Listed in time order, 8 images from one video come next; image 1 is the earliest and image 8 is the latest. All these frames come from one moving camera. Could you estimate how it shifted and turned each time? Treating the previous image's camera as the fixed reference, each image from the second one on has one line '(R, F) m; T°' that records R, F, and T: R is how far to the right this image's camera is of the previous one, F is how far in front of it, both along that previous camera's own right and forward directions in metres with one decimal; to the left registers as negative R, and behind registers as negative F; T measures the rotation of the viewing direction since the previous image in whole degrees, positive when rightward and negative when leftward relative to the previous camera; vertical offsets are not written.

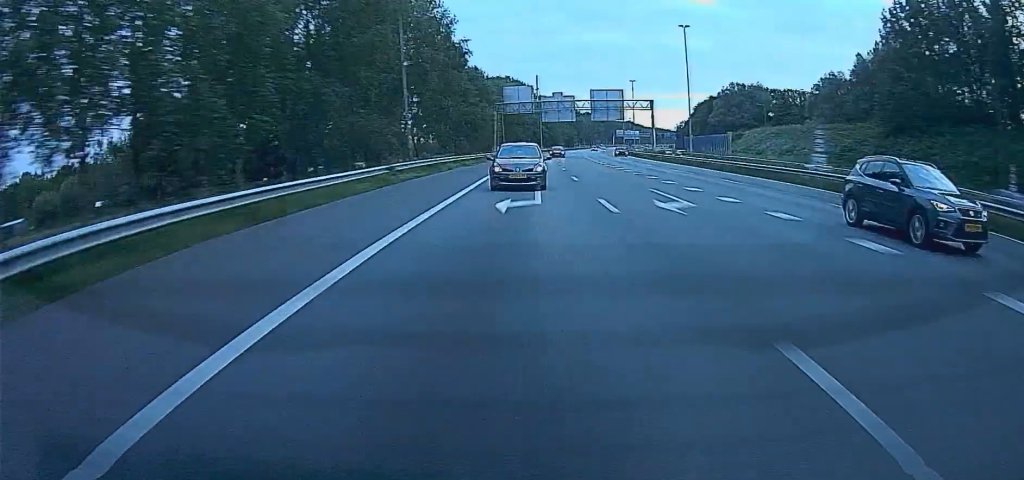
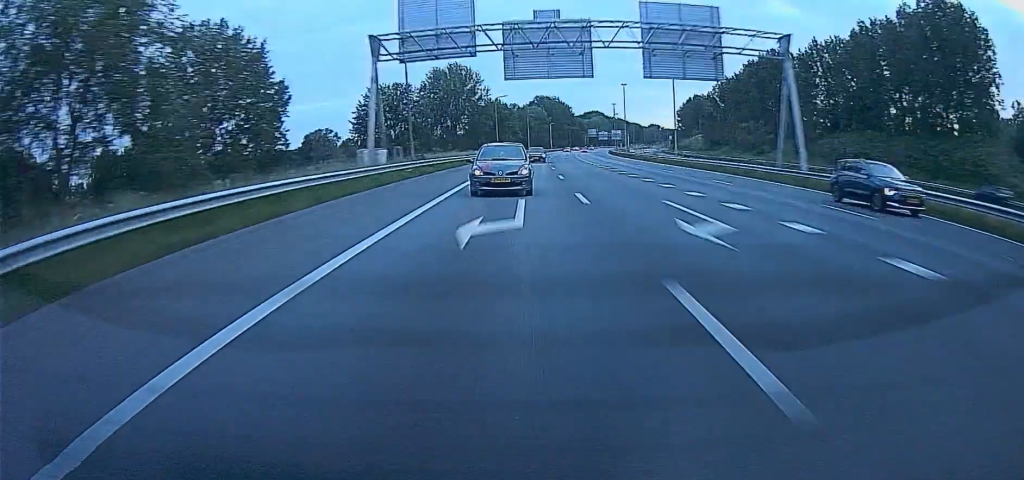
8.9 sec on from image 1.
(-19.1, +246.8) m; -10°
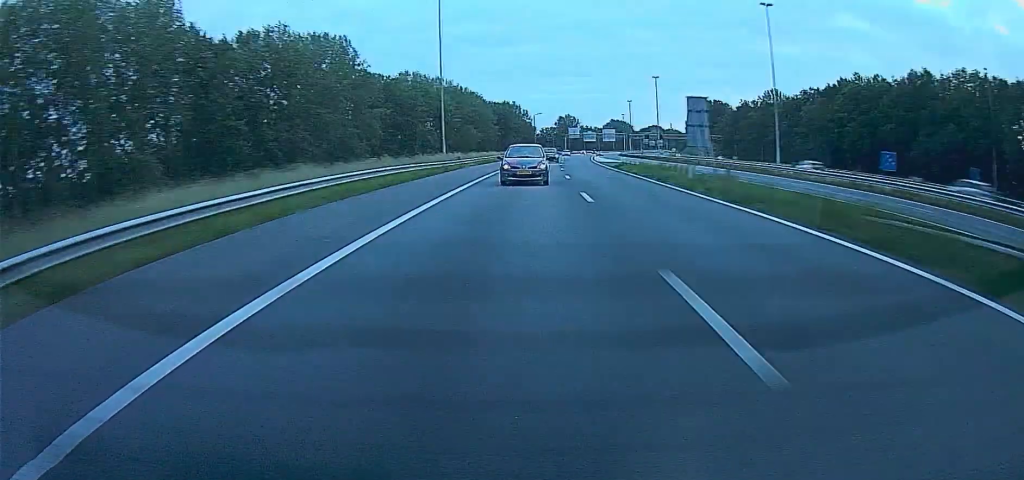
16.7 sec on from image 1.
(-10.4, +181.6) m; -9°
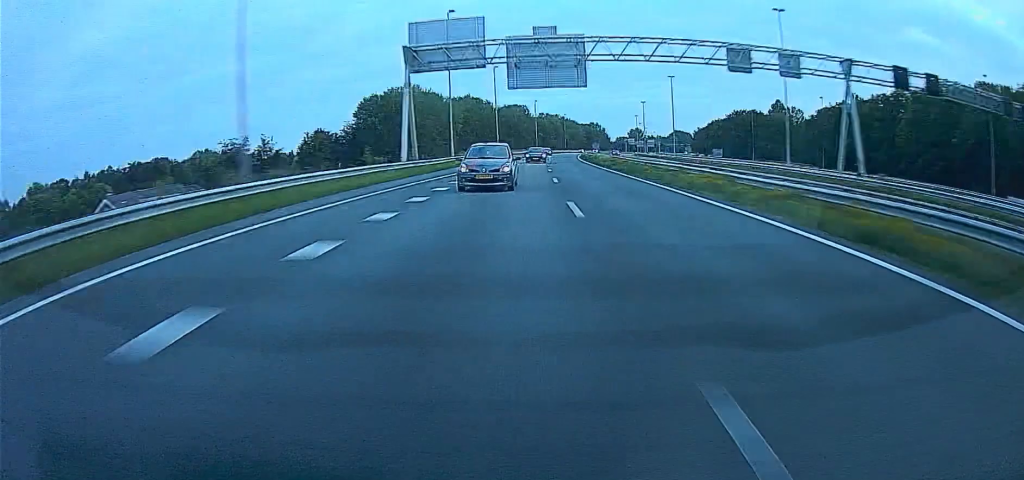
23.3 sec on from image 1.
(-16.7, +181.5) m; -4°
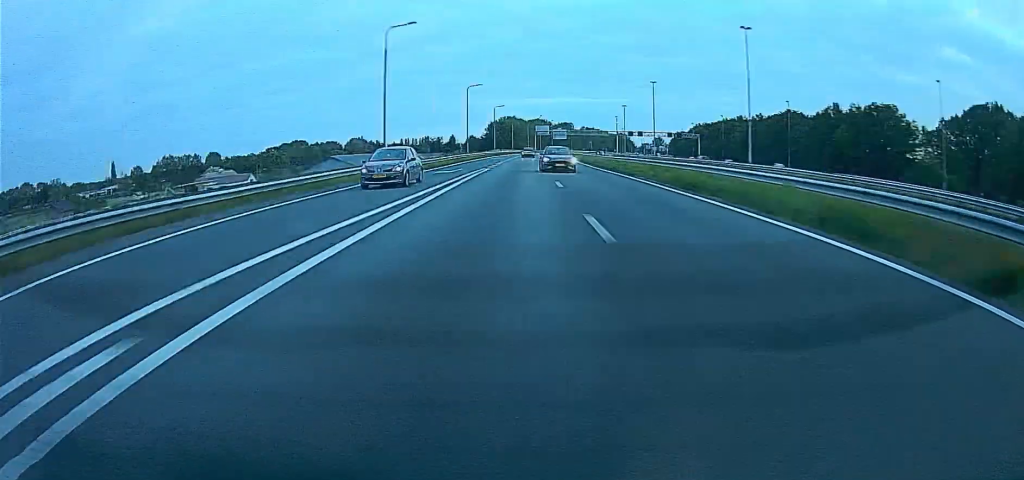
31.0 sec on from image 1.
(-10.5, +220.2) m; -4°
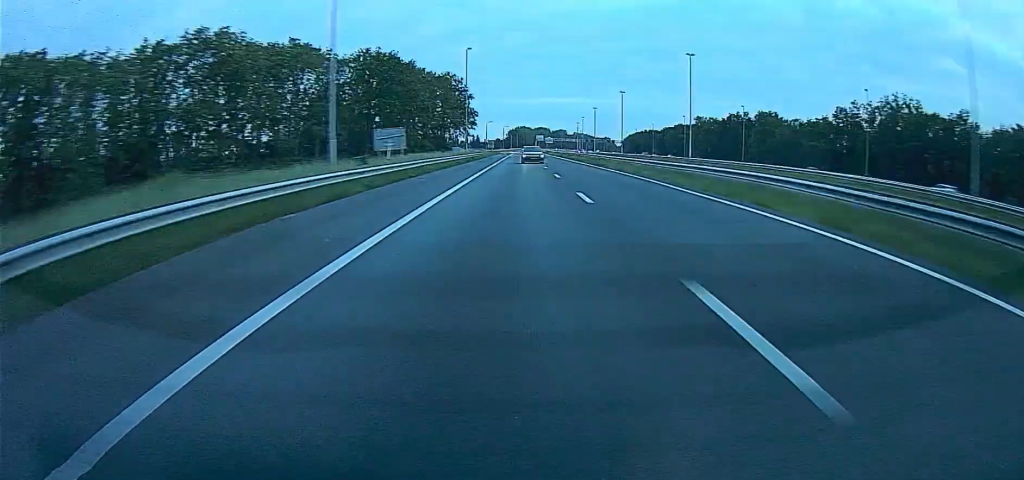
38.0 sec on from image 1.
(-4.0, +202.0) m; -1°
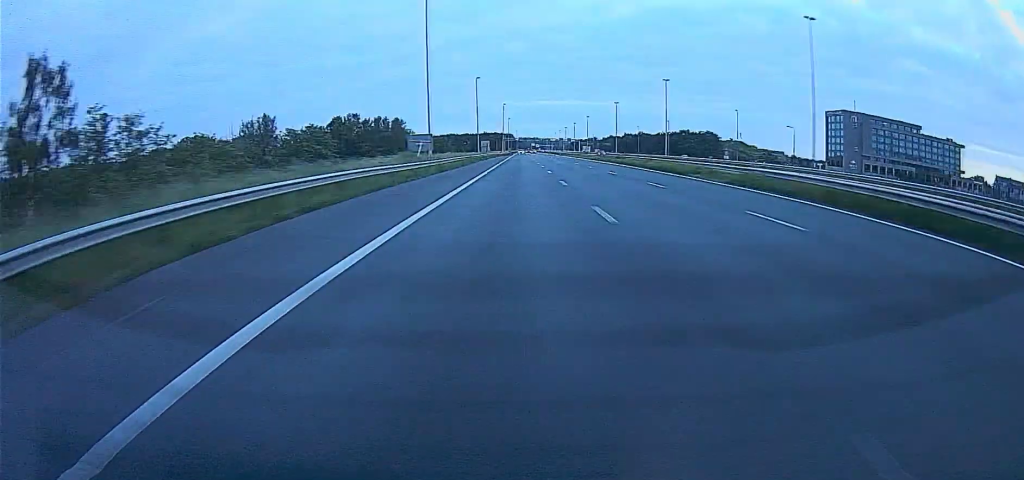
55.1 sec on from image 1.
(-1.0, +444.2) m; 0°
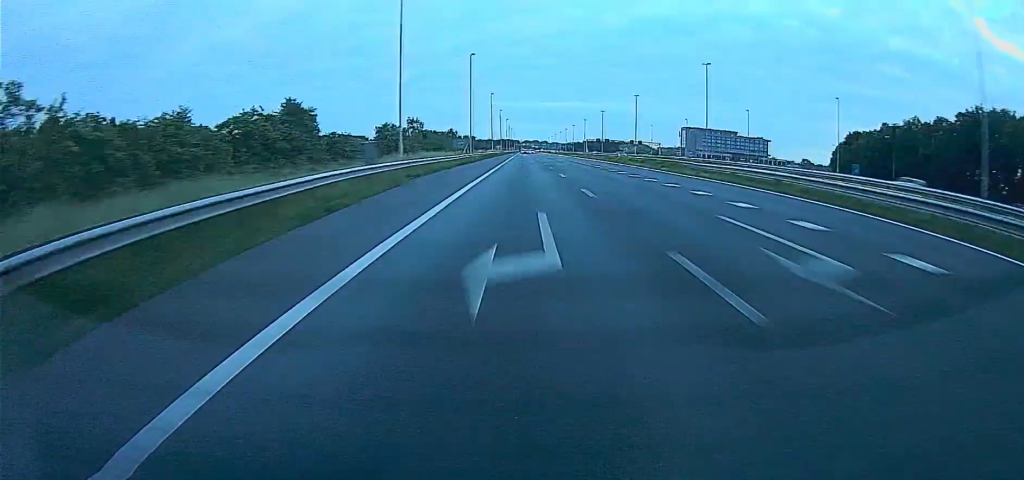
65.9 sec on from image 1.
(-0.8, +280.3) m; +2°
